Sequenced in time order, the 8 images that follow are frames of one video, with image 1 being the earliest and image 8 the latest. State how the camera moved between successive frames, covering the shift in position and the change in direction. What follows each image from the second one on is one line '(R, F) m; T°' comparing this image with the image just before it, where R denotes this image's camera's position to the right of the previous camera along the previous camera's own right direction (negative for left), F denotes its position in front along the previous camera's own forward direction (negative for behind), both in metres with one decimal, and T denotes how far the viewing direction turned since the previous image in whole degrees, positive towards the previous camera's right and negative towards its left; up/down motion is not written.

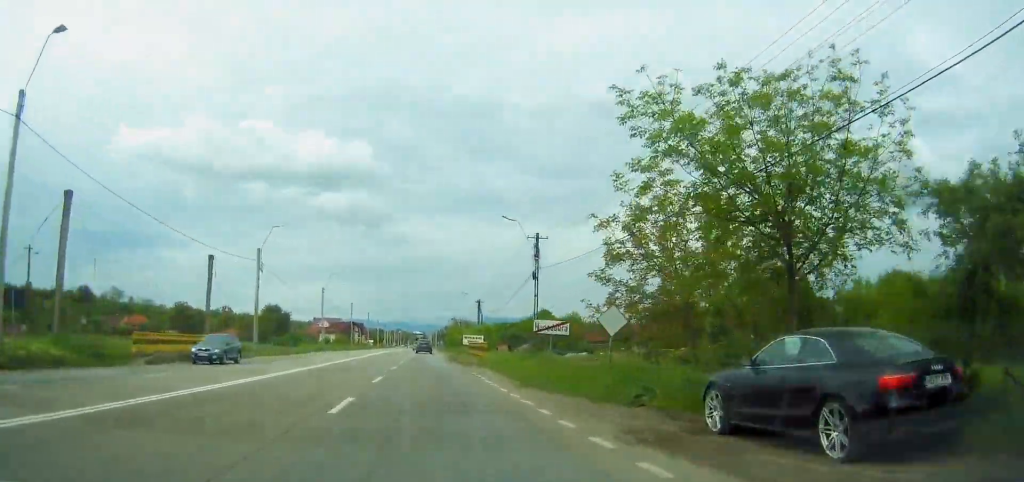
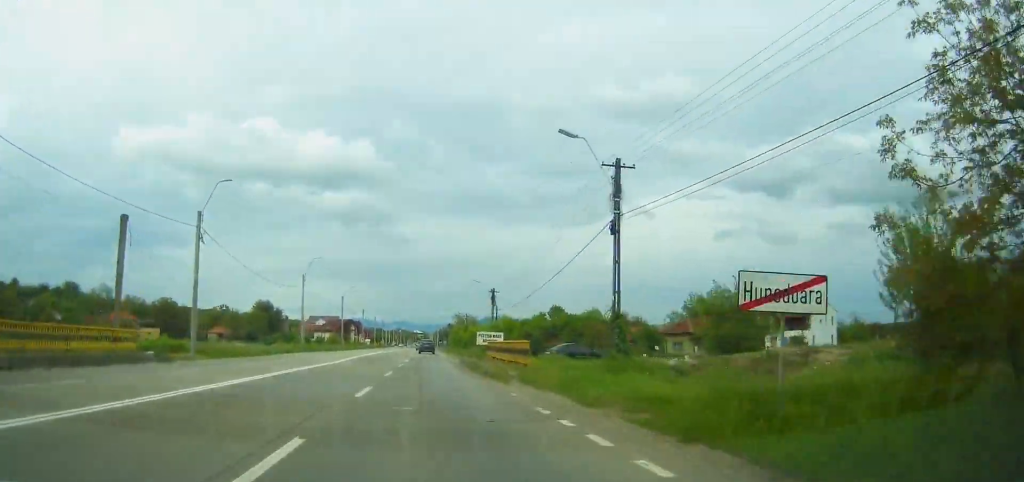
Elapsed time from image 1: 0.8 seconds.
(0.0, +15.0) m; 0°
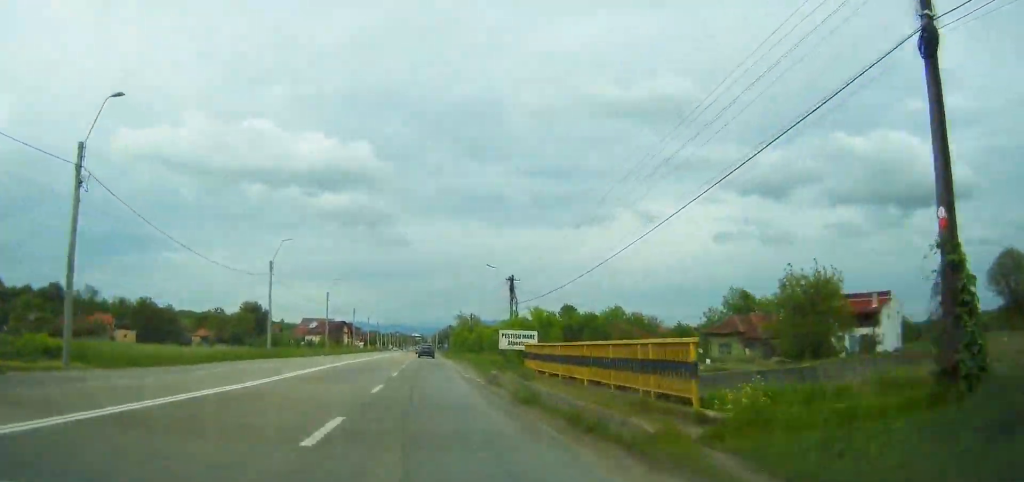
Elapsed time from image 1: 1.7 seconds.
(0.0, +14.9) m; 0°
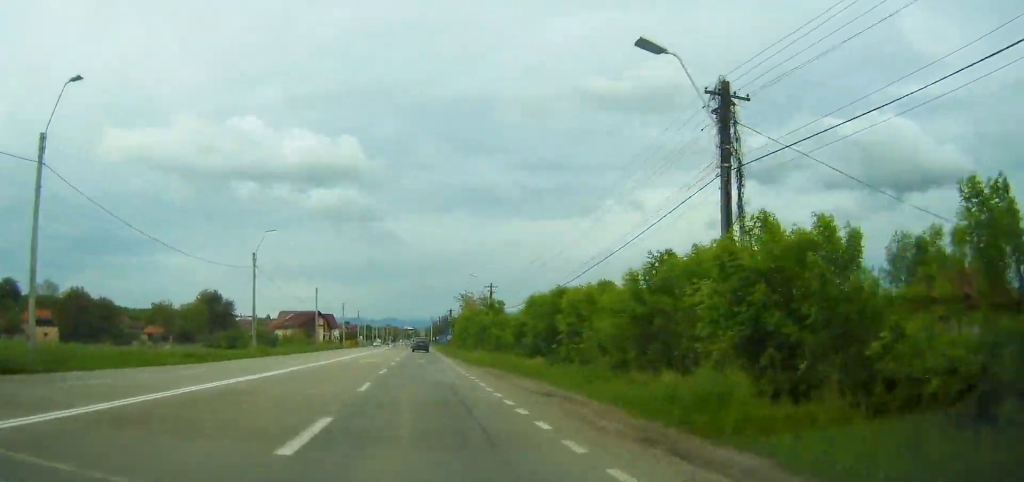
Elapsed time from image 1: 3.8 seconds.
(+0.1, +37.4) m; 0°
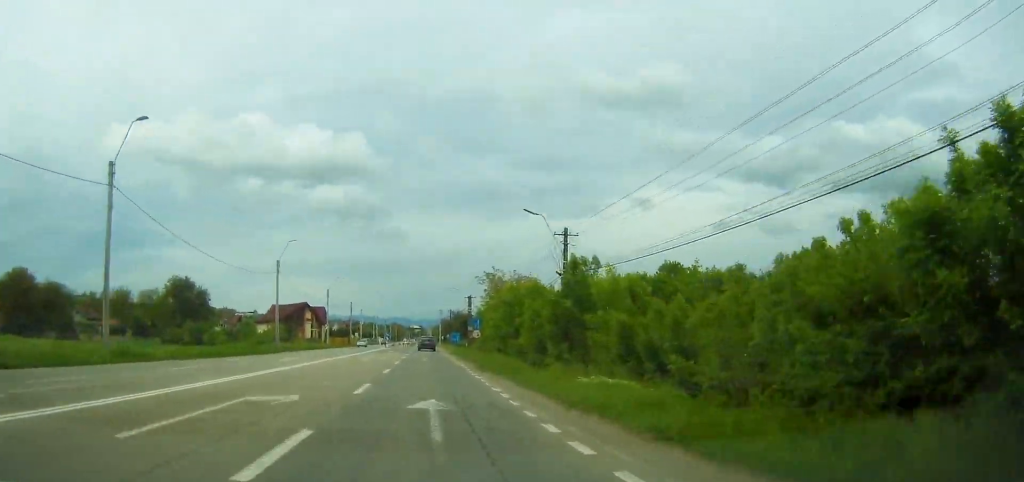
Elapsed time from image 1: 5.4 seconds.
(0.0, +28.5) m; 0°
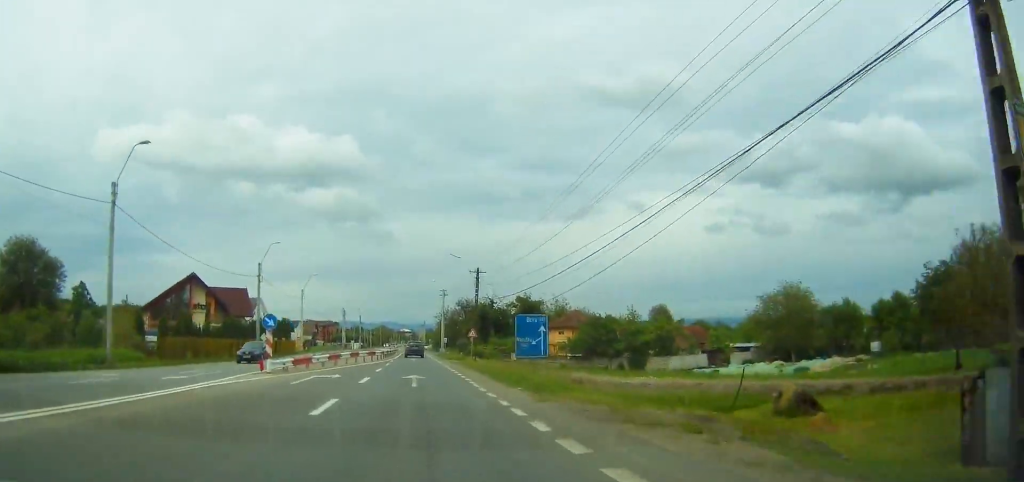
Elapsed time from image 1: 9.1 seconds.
(+0.2, +66.9) m; +2°
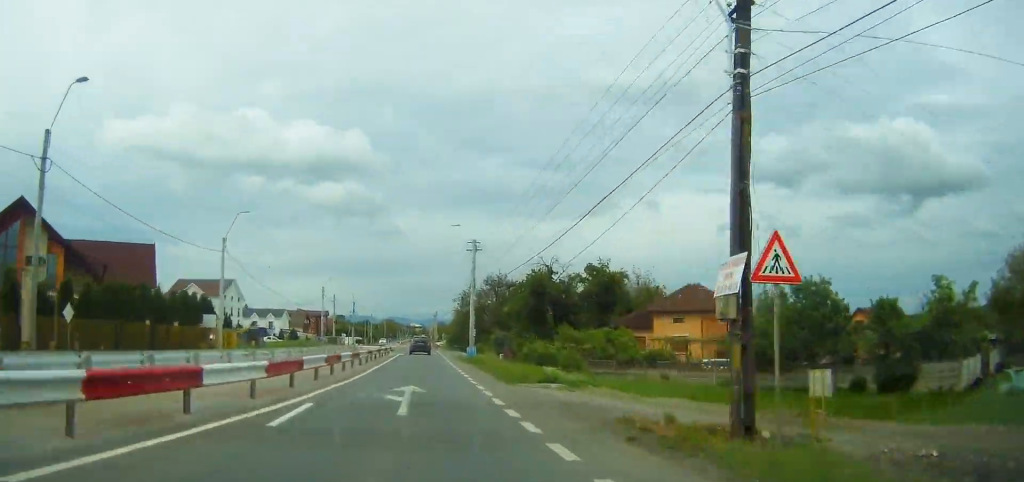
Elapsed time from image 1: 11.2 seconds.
(+0.7, +36.3) m; -3°
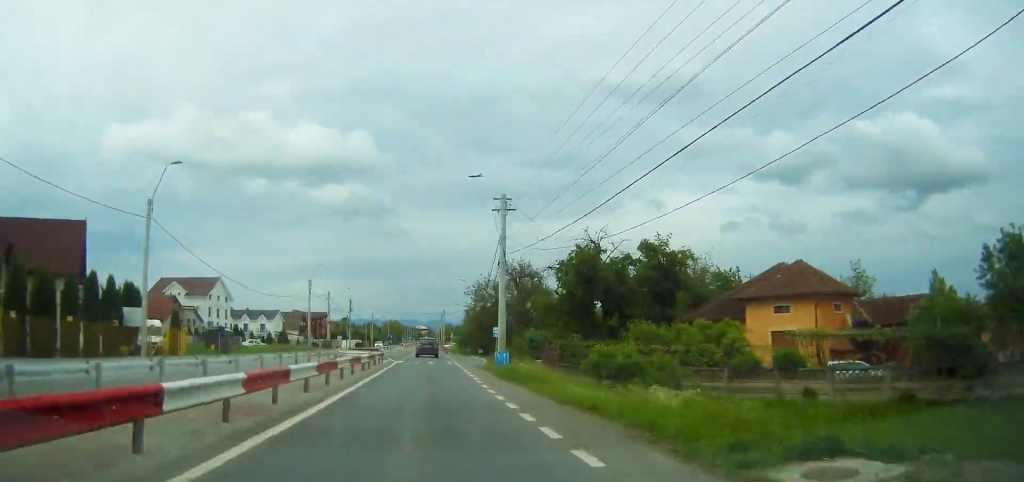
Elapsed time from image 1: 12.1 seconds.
(-1.1, +14.3) m; -1°
